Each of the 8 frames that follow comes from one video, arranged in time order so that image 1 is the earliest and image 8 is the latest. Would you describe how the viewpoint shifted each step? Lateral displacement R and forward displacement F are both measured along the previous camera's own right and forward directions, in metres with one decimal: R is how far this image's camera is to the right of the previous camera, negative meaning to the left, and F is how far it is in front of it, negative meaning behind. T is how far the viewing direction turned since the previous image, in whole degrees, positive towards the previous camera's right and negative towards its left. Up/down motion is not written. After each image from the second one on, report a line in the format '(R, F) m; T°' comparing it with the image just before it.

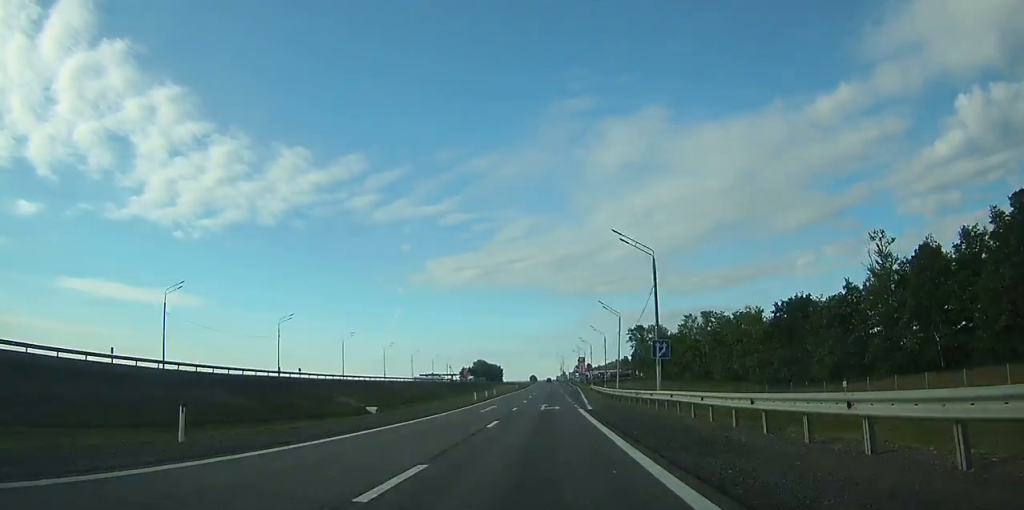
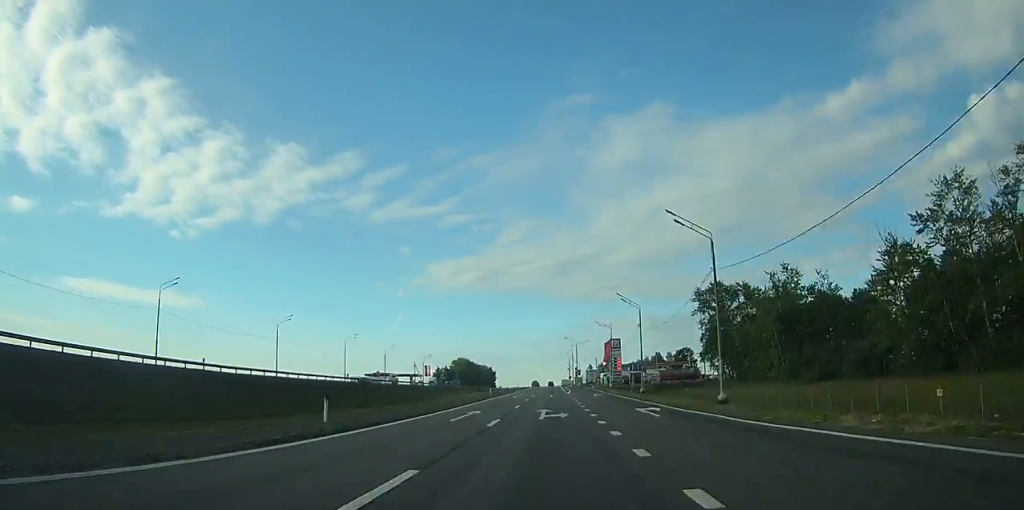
(0.0, +106.1) m; 0°
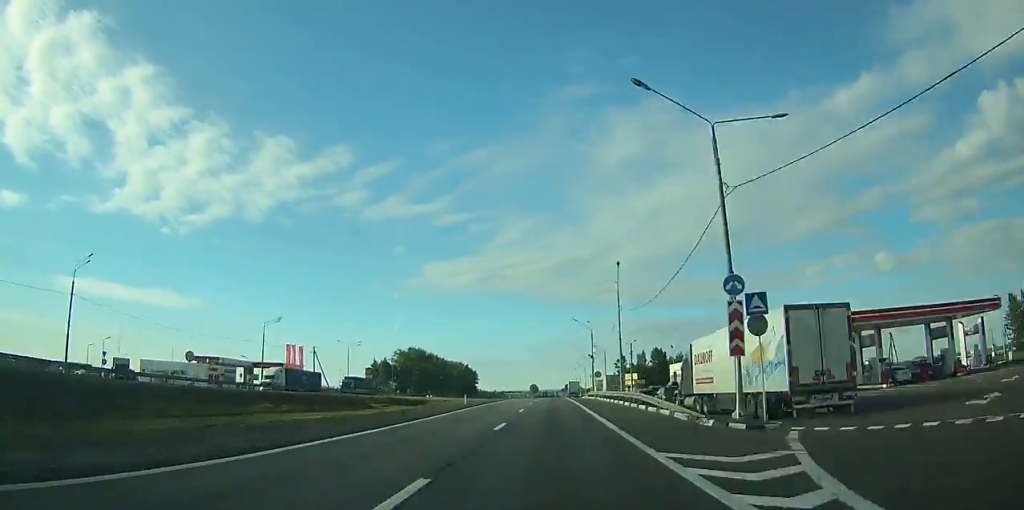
(-0.2, +116.6) m; 0°
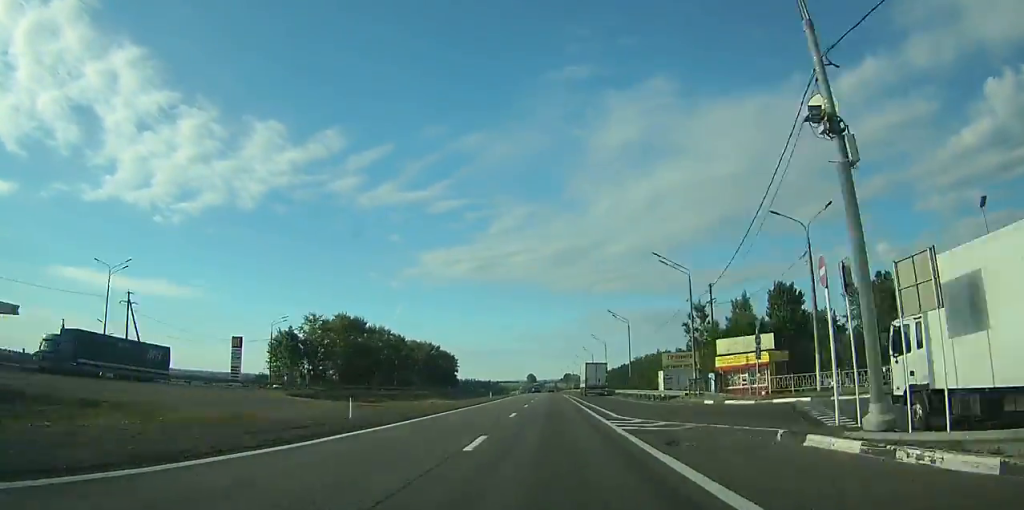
(0.0, +75.0) m; 0°
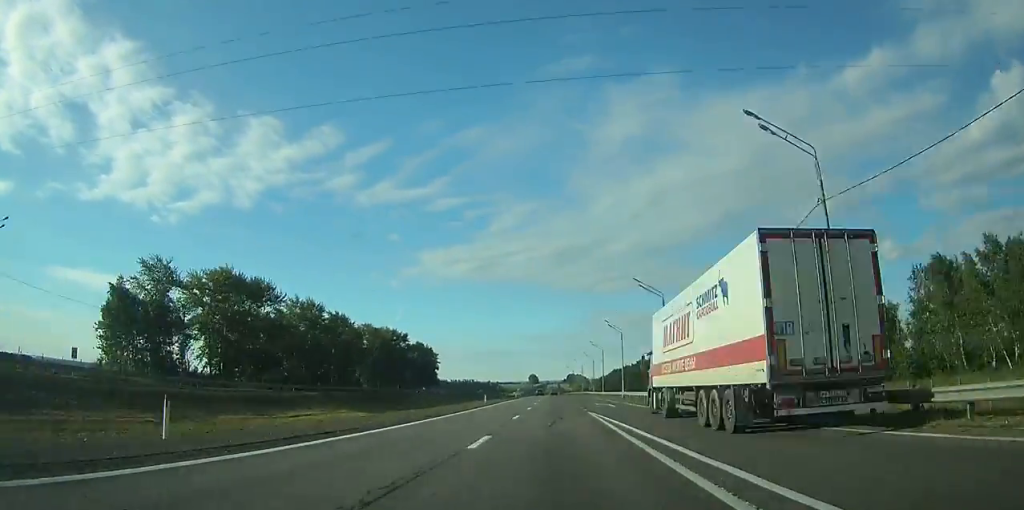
(0.0, +57.2) m; 0°
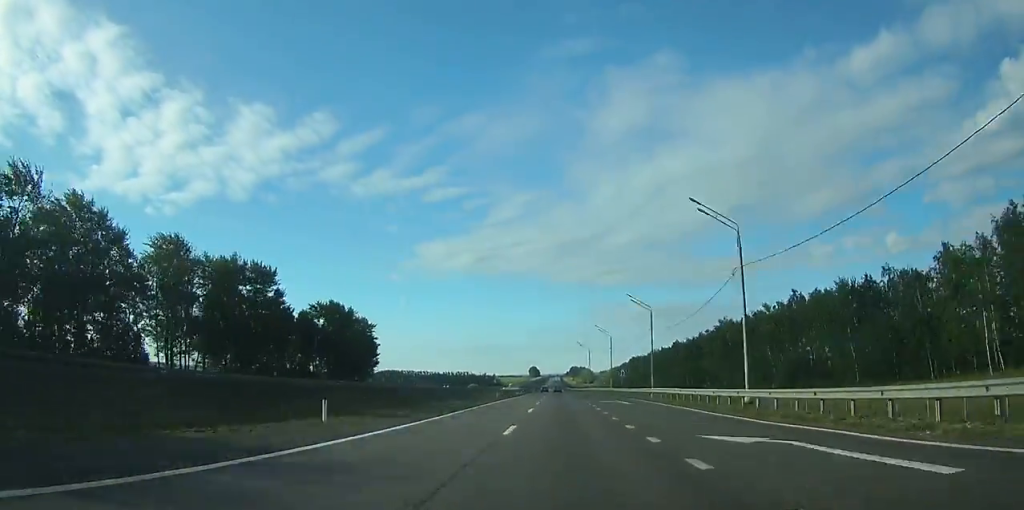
(-0.2, +95.3) m; 0°
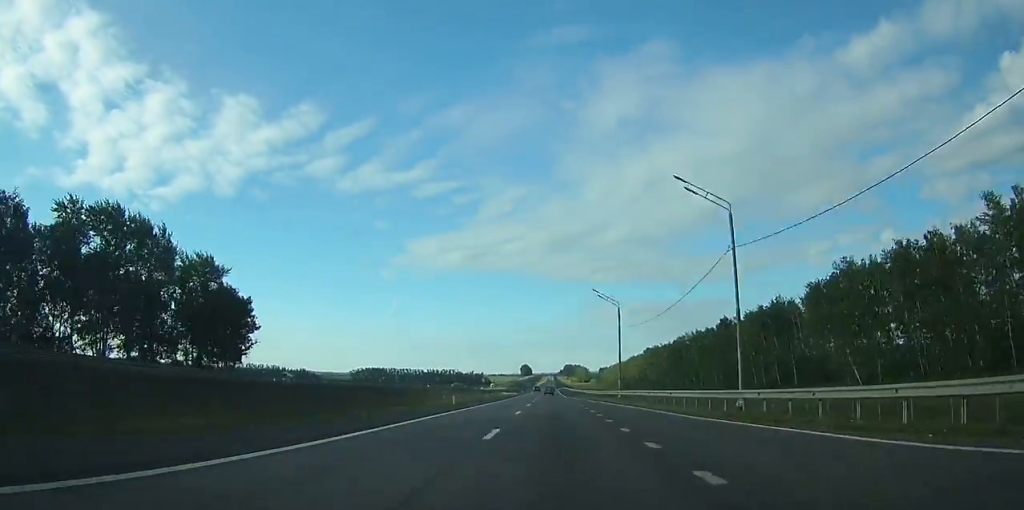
(+0.1, +78.7) m; 0°
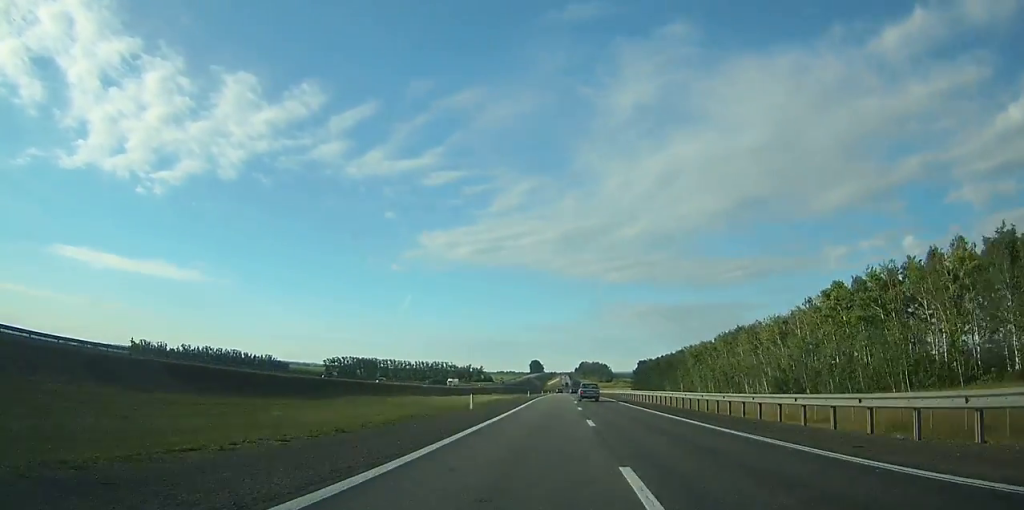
(-0.7, +169.1) m; 0°
